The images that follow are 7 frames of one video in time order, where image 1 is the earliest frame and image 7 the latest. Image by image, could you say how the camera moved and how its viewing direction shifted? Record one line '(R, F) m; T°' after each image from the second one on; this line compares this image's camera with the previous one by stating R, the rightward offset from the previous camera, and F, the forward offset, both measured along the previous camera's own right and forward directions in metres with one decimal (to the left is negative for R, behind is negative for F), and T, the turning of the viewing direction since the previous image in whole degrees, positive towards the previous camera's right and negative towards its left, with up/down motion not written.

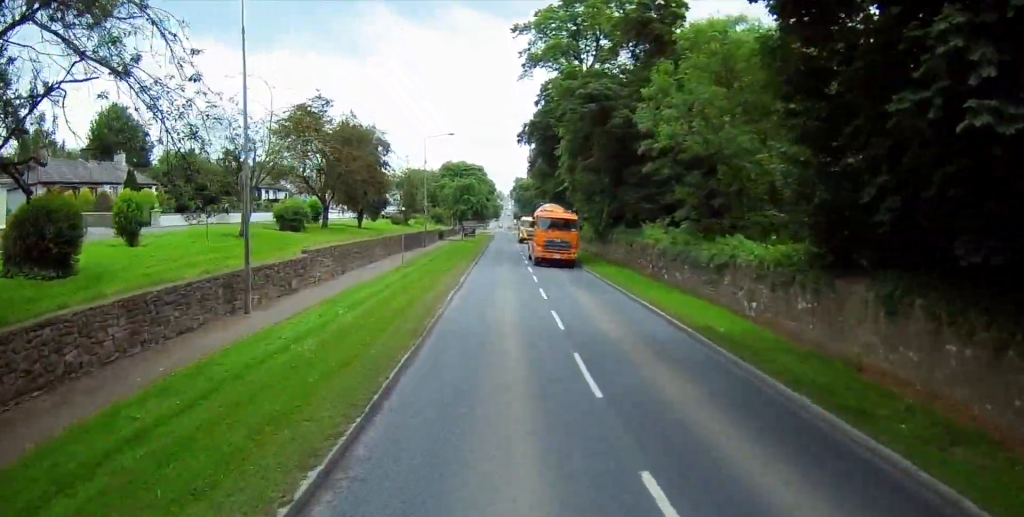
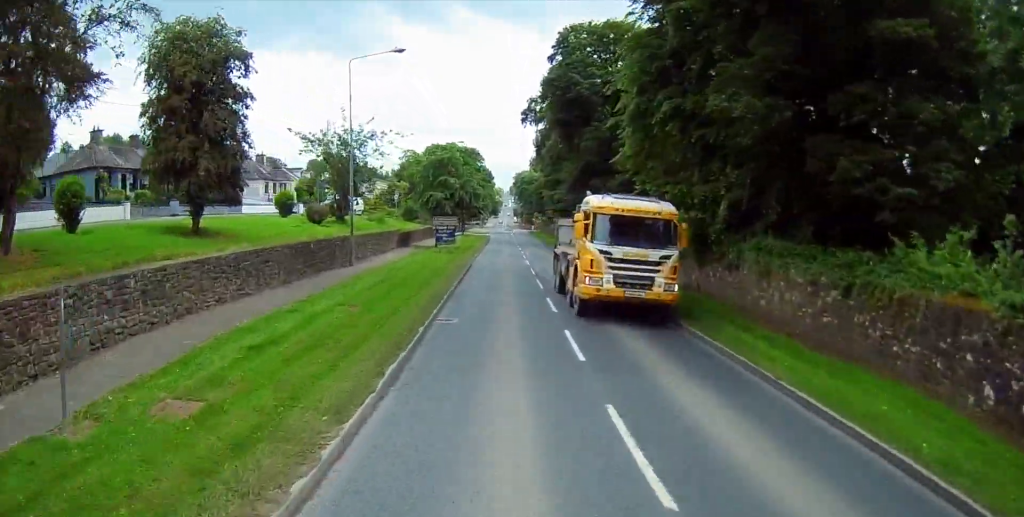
(-1.3, +28.9) m; +3°
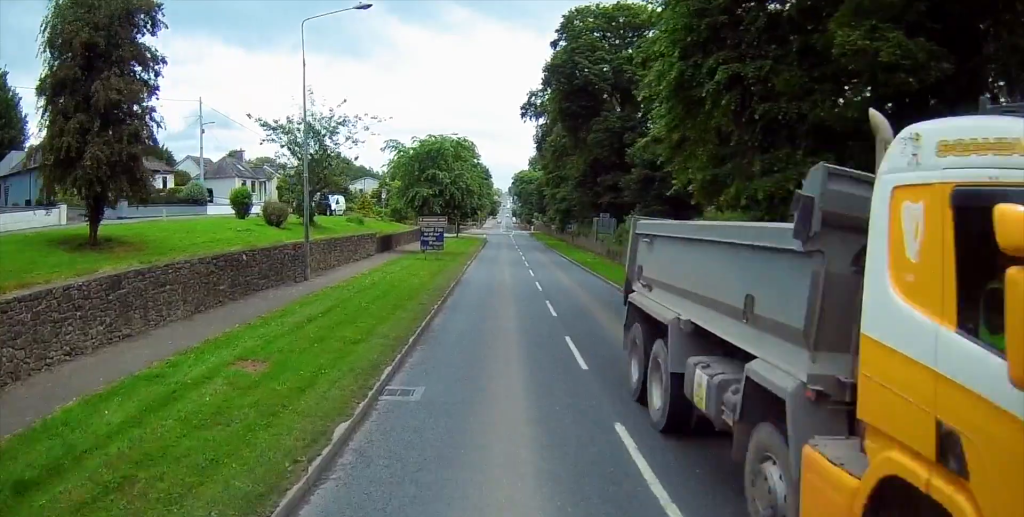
(+1.3, +4.8) m; +3°
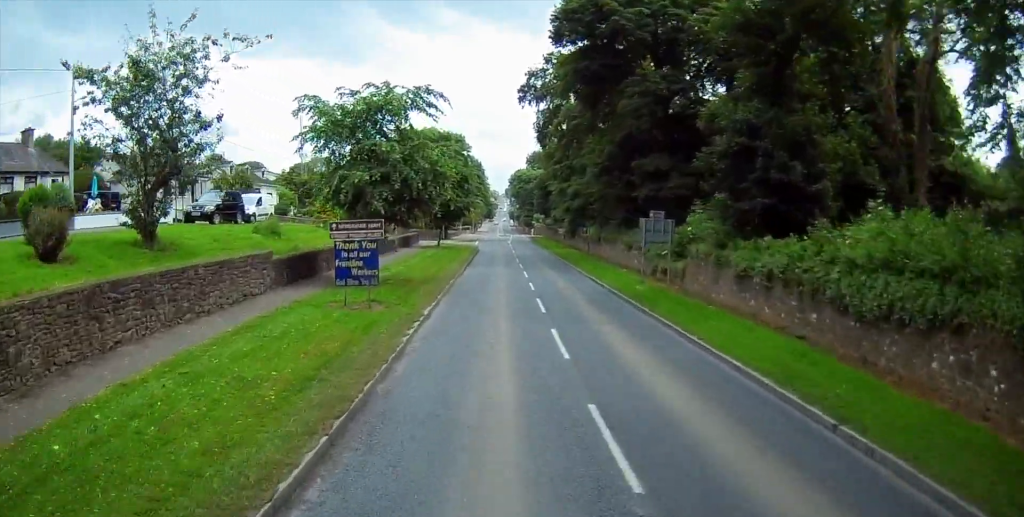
(-1.2, +16.2) m; -4°
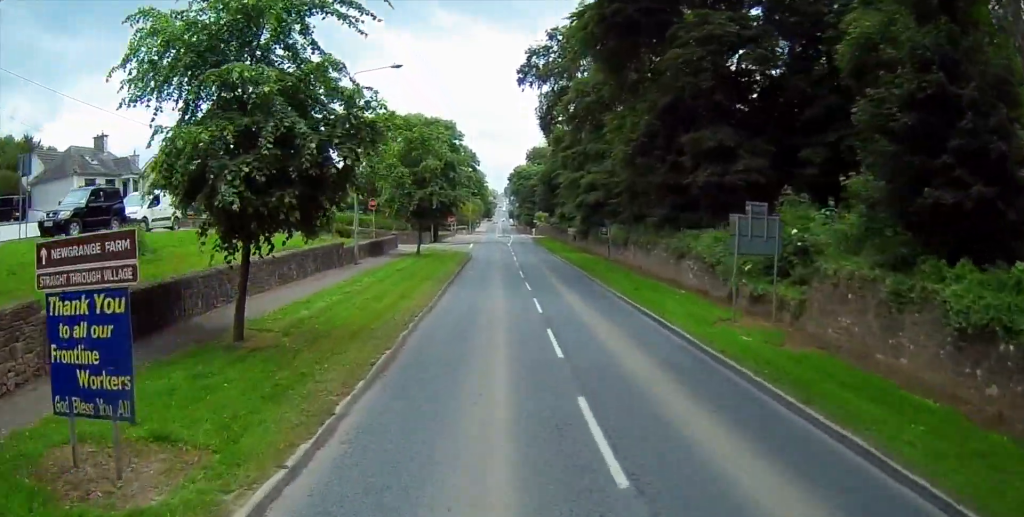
(+0.5, +12.1) m; 0°
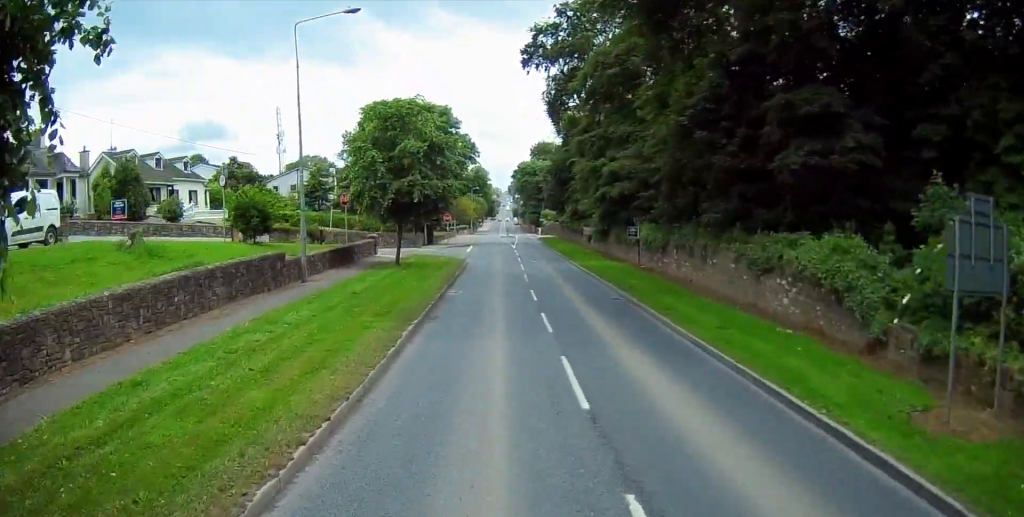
(-0.3, +9.4) m; -1°
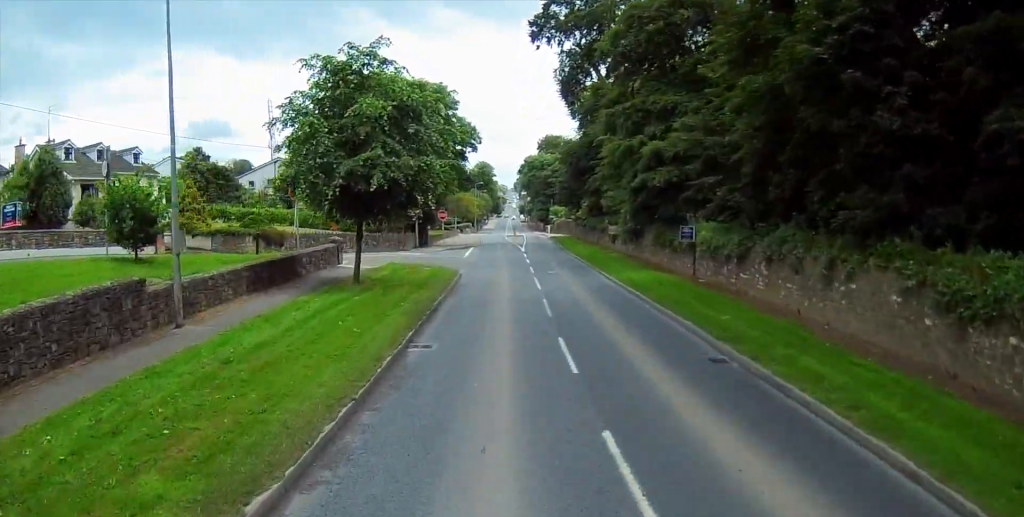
(-0.1, +10.3) m; -1°
